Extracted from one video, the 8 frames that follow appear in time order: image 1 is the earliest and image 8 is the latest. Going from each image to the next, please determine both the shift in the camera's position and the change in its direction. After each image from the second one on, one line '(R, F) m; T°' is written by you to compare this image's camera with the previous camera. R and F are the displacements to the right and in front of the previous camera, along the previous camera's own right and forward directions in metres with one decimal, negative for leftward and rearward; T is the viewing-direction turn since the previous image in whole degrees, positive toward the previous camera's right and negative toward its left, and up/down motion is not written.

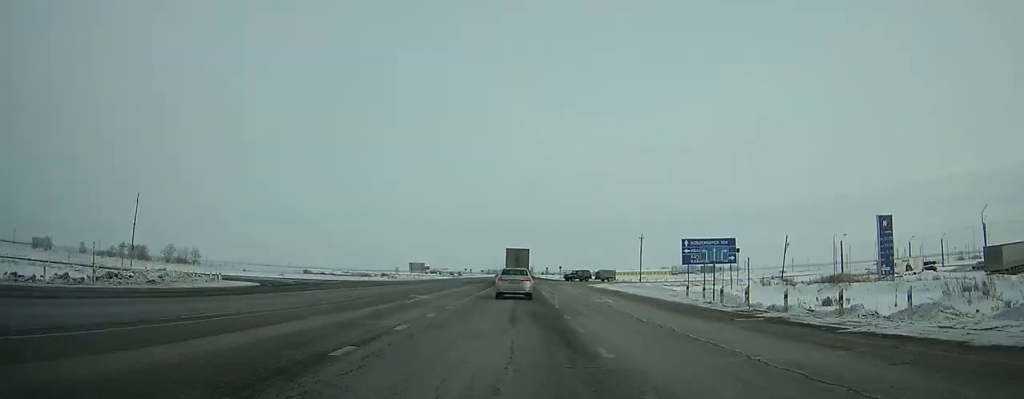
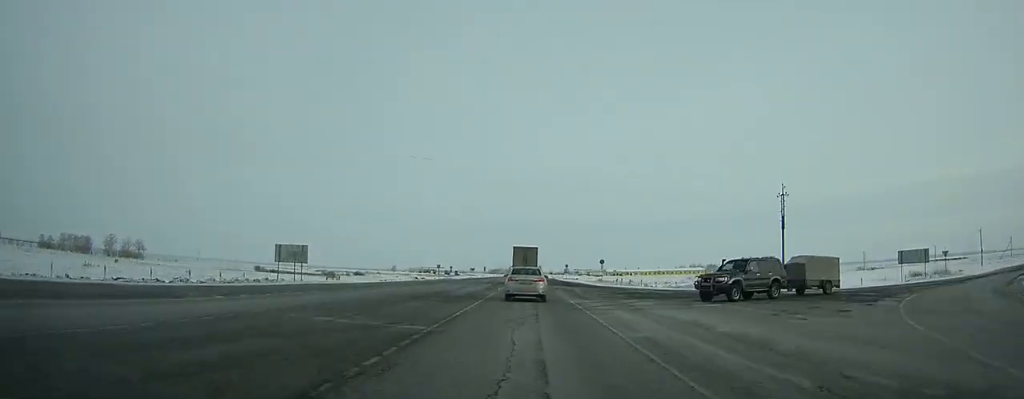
(-0.6, +73.2) m; -1°
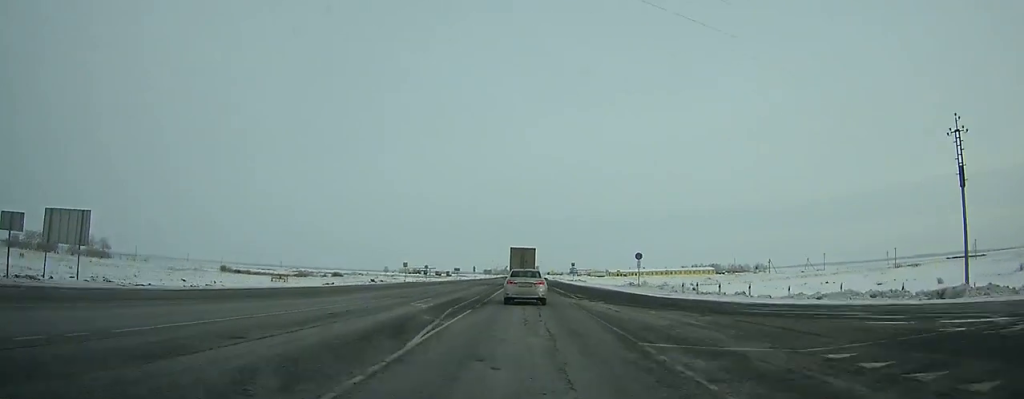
(0.0, +29.5) m; 0°
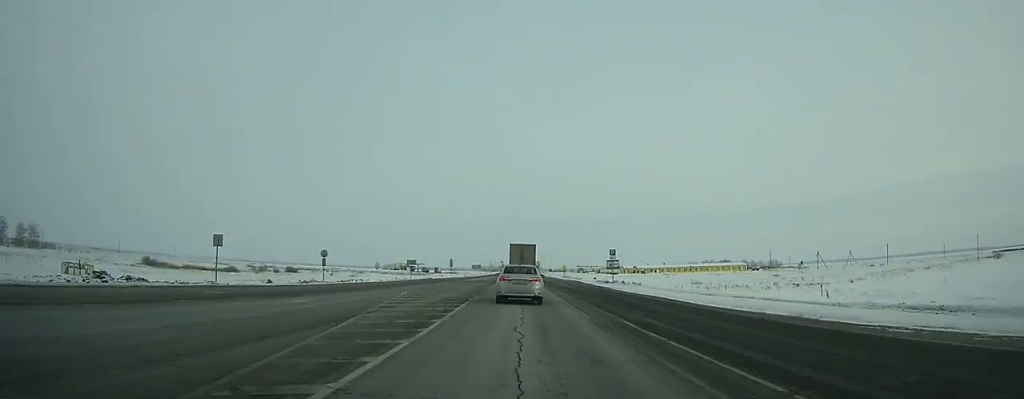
(-0.1, +54.6) m; 0°
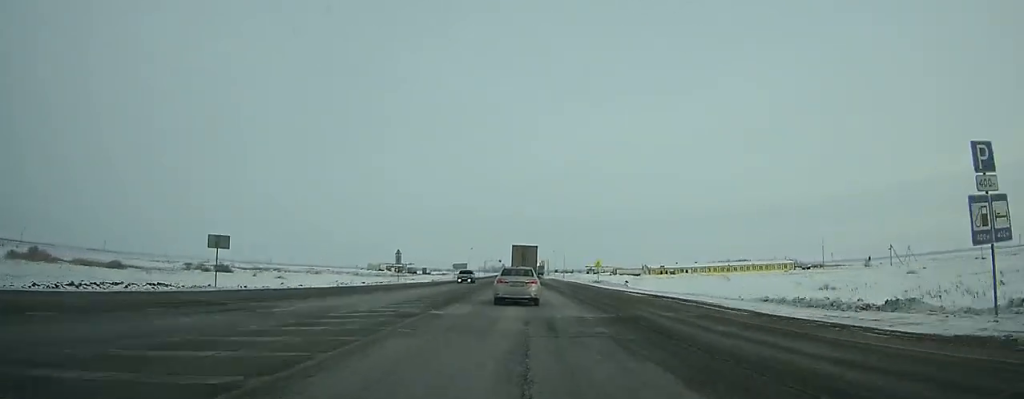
(0.0, +56.3) m; 0°
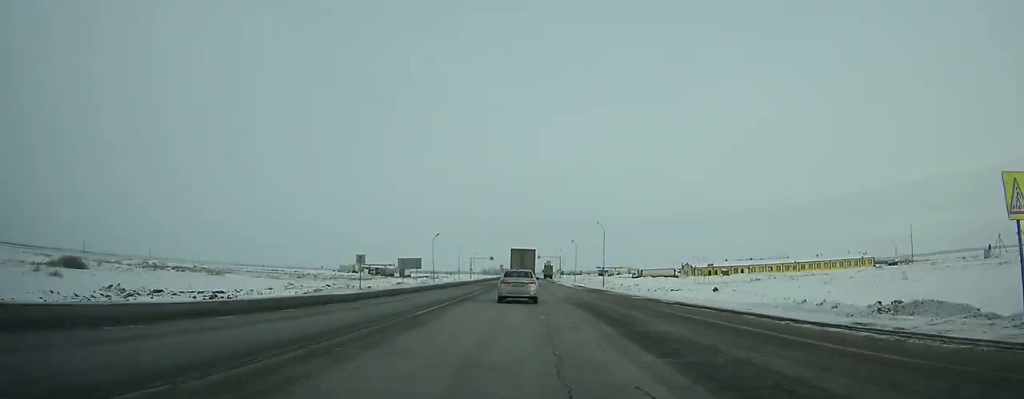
(+0.2, +66.9) m; 0°
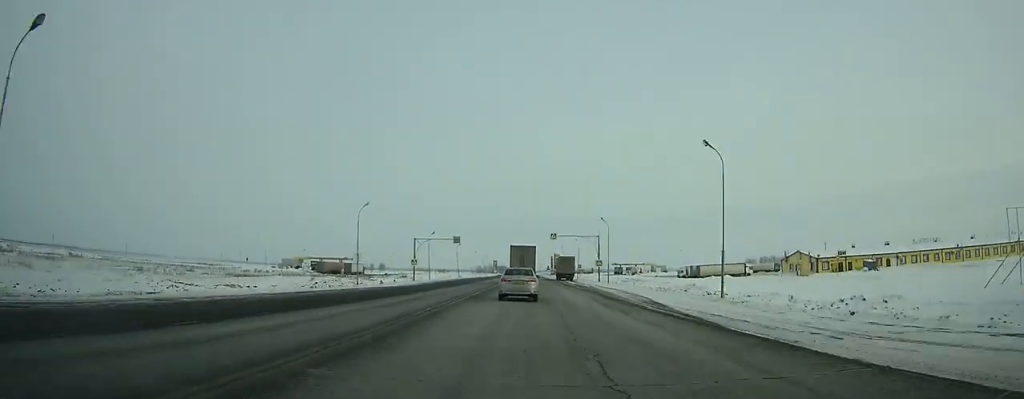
(+0.2, +81.2) m; 0°
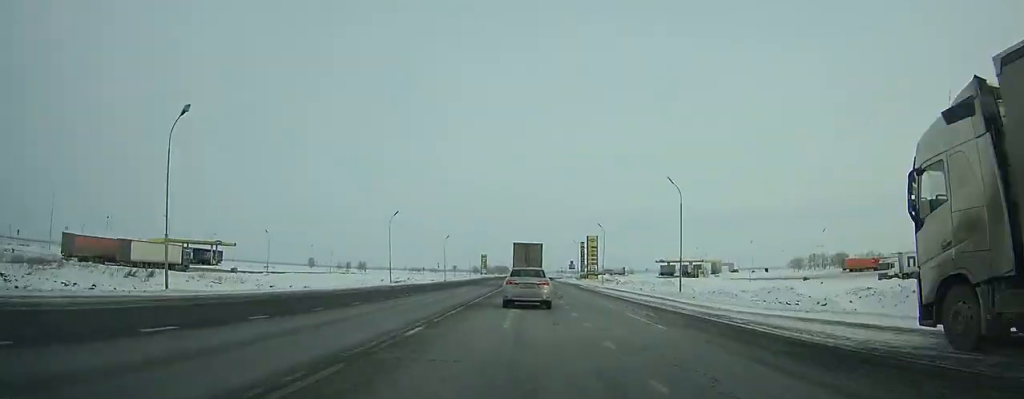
(-0.1, +108.9) m; 0°
